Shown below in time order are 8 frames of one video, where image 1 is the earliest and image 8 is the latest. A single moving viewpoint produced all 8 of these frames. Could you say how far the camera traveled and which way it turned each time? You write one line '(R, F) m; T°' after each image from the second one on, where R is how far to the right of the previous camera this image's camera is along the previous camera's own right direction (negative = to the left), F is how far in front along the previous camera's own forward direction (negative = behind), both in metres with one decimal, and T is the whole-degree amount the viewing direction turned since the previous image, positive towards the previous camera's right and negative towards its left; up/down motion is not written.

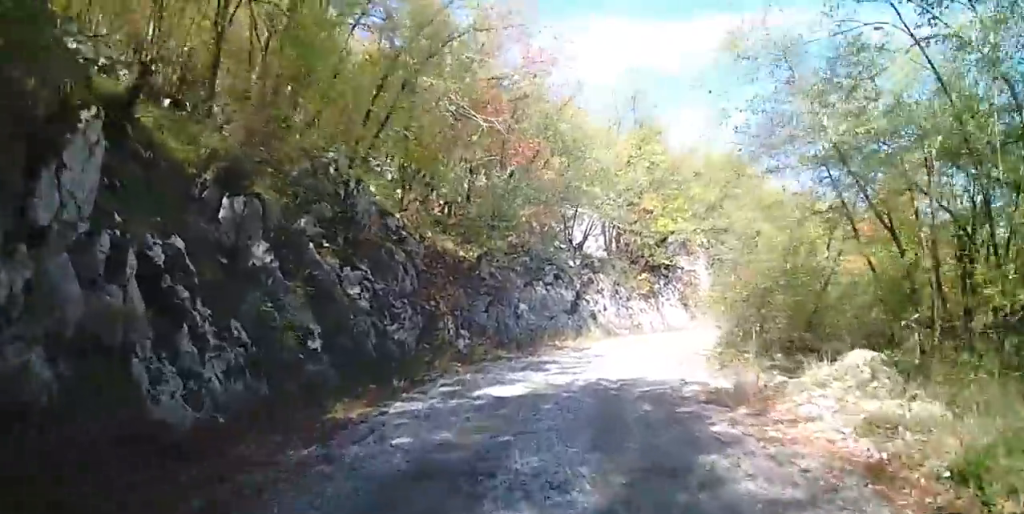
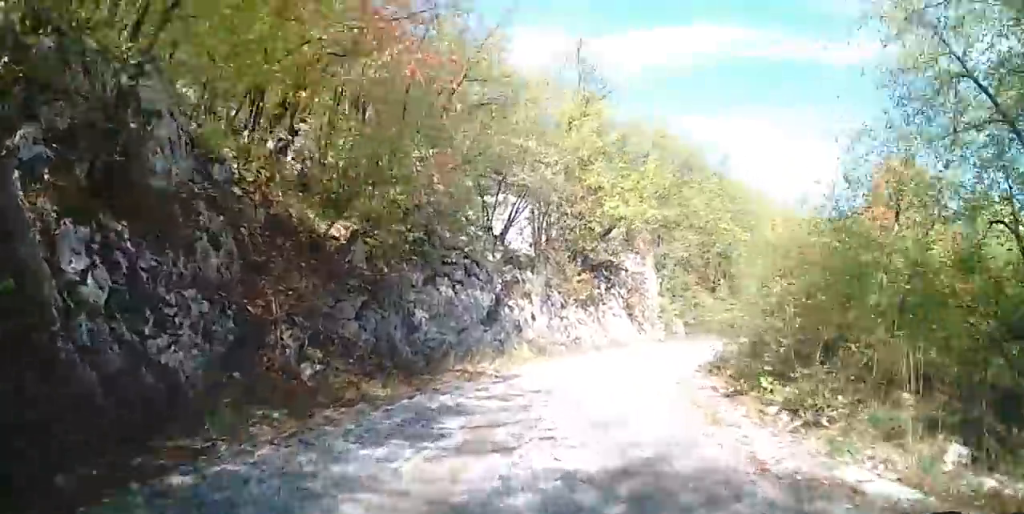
(+0.3, +6.8) m; +8°
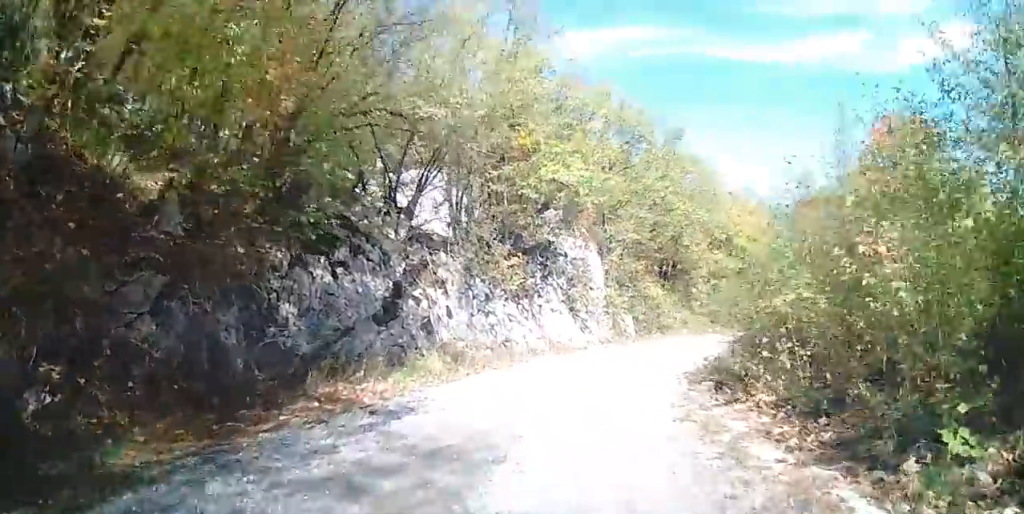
(+0.3, +5.0) m; +8°
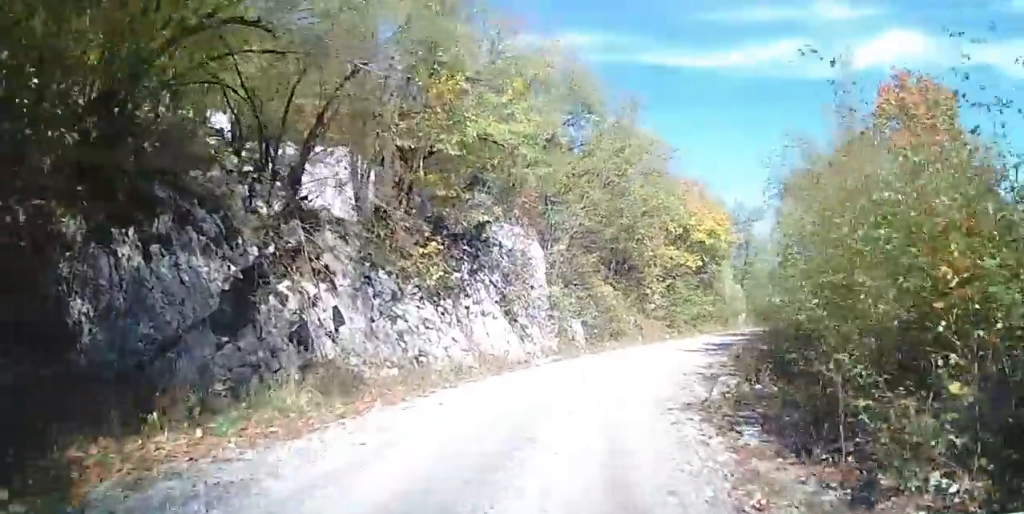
(+0.1, +4.5) m; +9°
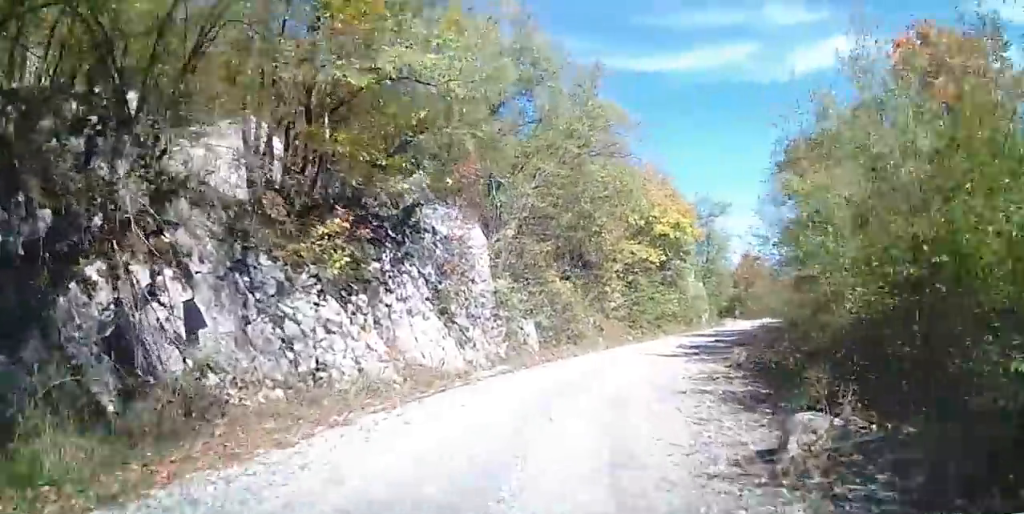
(+0.4, +3.3) m; +6°
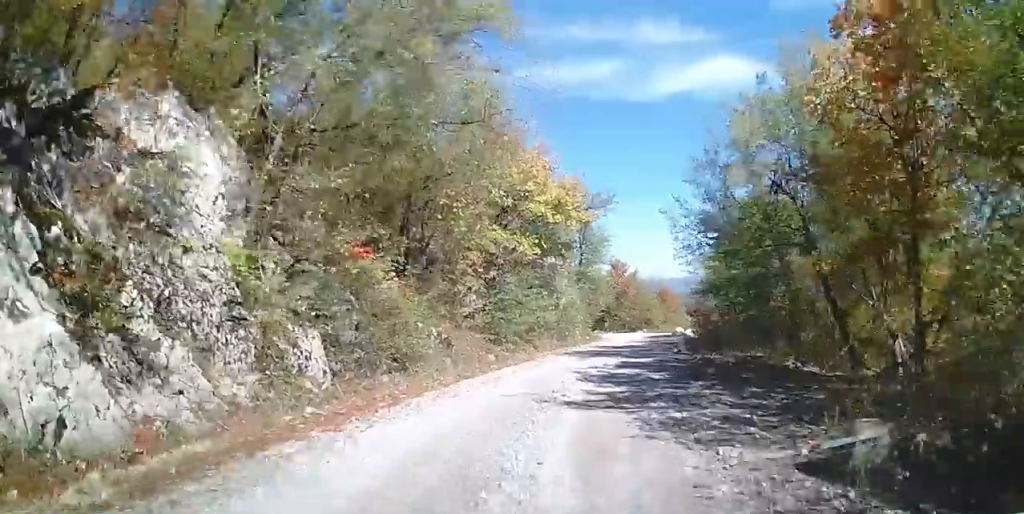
(+0.9, +7.8) m; +8°
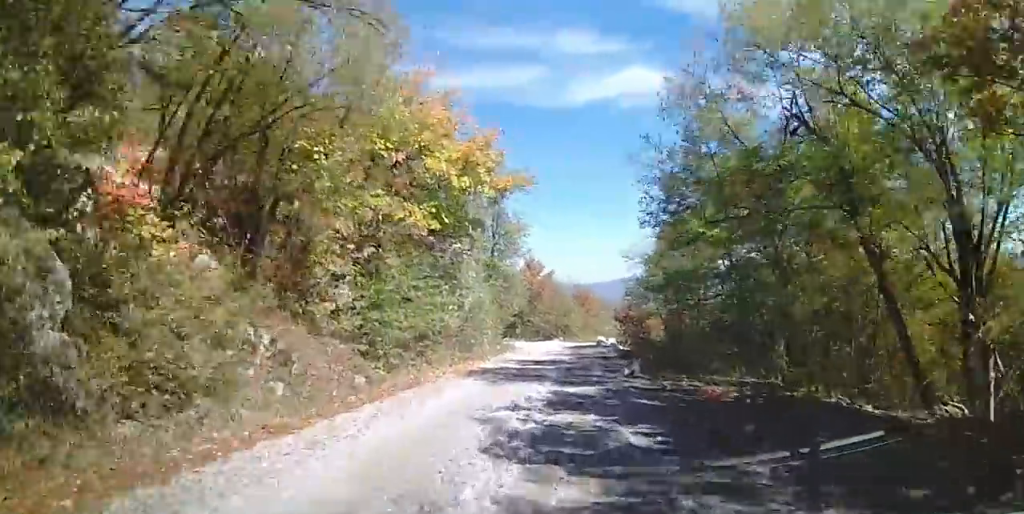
(+0.1, +5.7) m; +1°
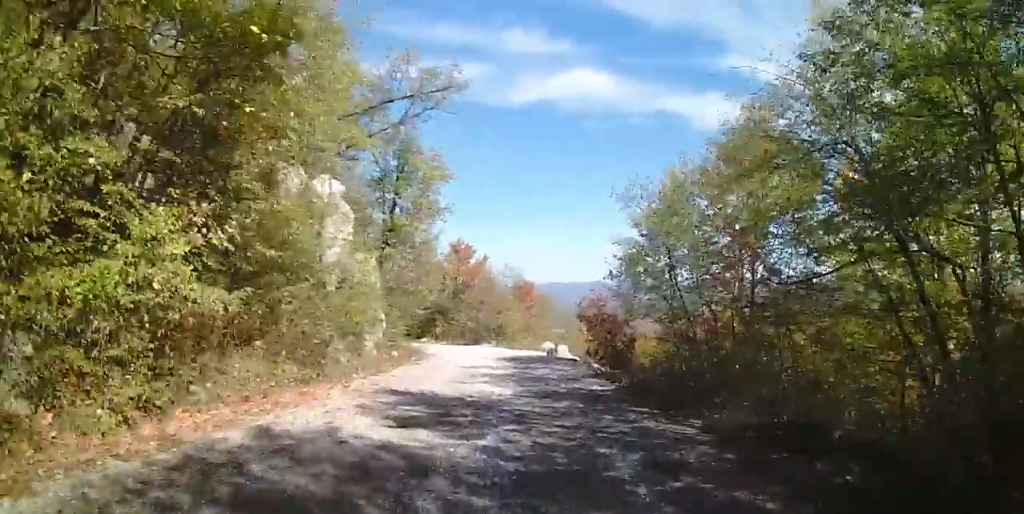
(0.0, +12.4) m; +6°
